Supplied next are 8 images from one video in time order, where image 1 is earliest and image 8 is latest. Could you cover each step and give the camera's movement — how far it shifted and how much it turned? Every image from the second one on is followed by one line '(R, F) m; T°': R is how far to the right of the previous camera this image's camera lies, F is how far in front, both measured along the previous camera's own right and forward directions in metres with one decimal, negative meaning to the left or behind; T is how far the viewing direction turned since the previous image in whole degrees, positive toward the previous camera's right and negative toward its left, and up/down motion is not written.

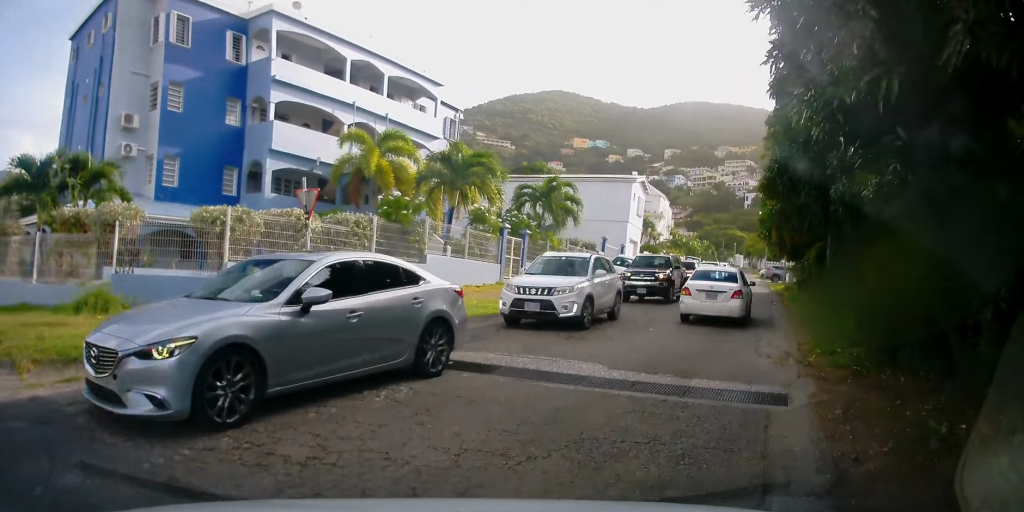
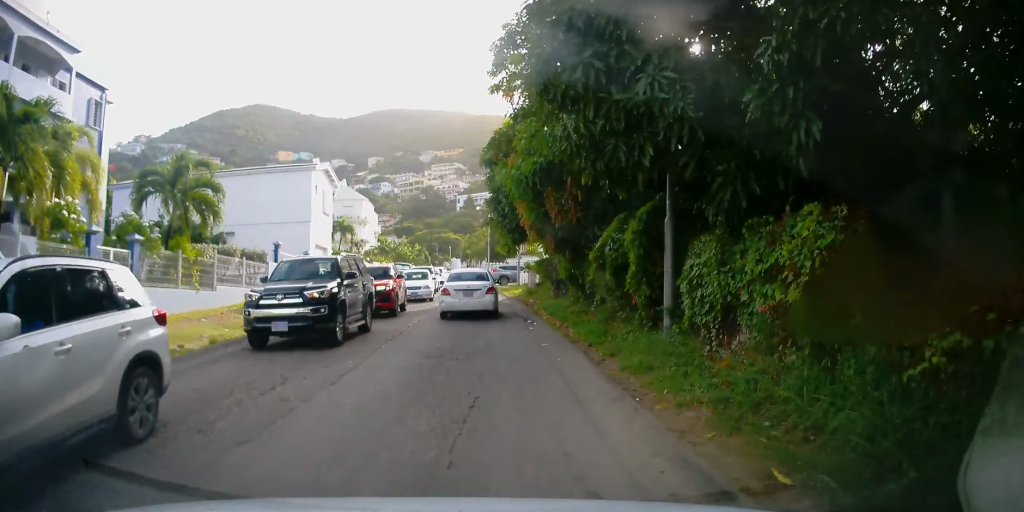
(+2.6, +7.8) m; +22°
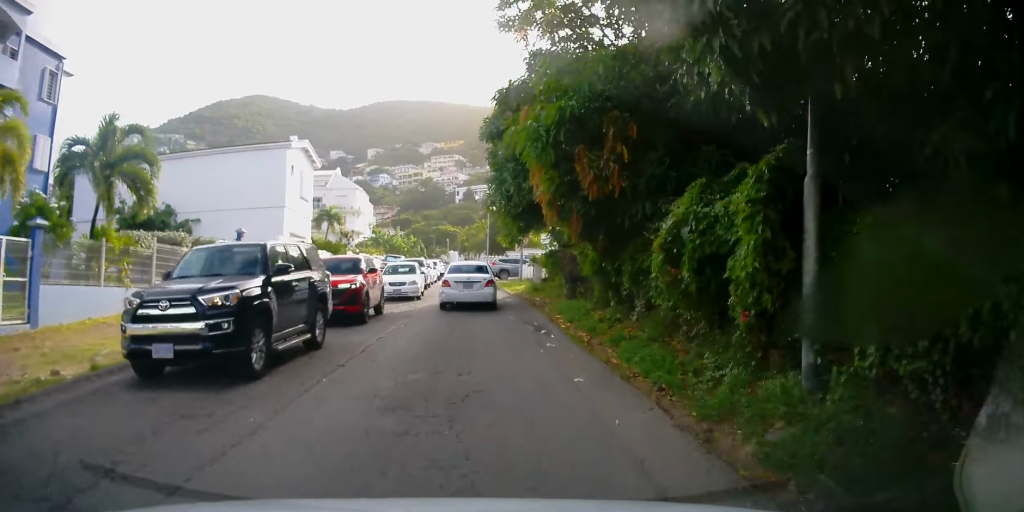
(0.0, +3.4) m; 0°
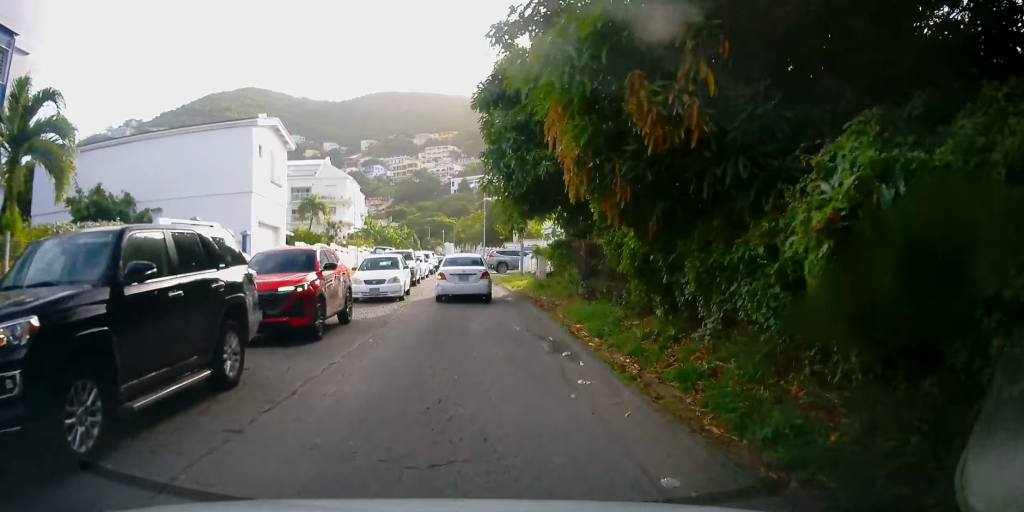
(0.0, +3.1) m; +1°
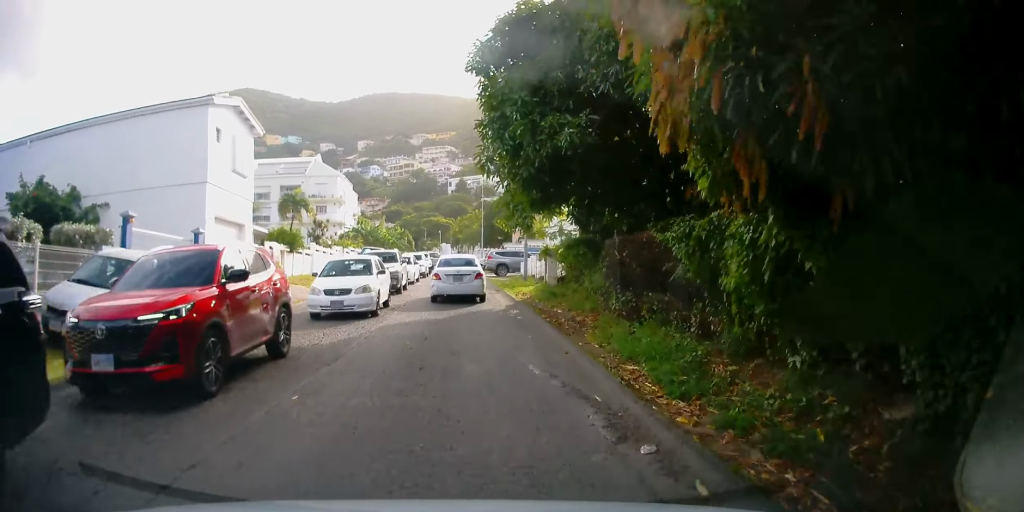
(-0.1, +3.7) m; +2°
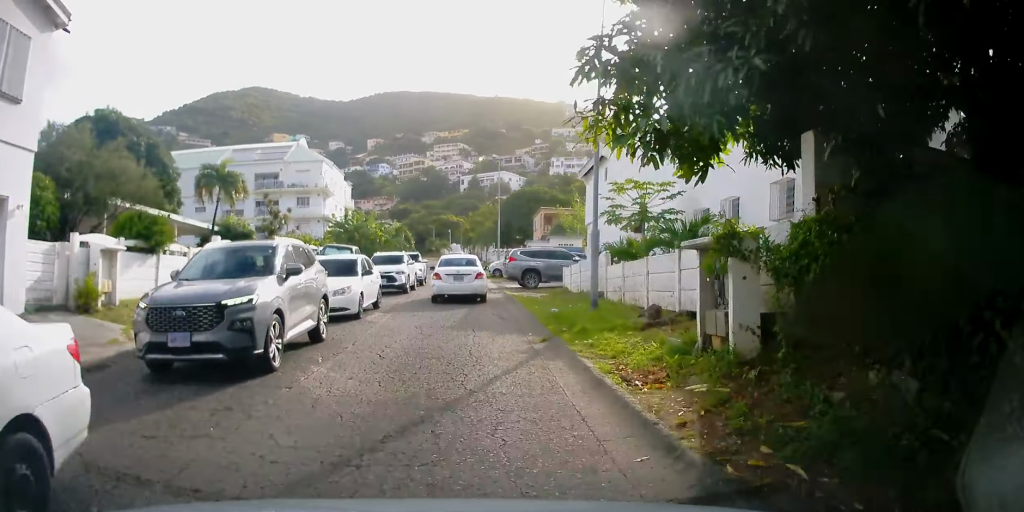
(+0.3, +13.4) m; -1°
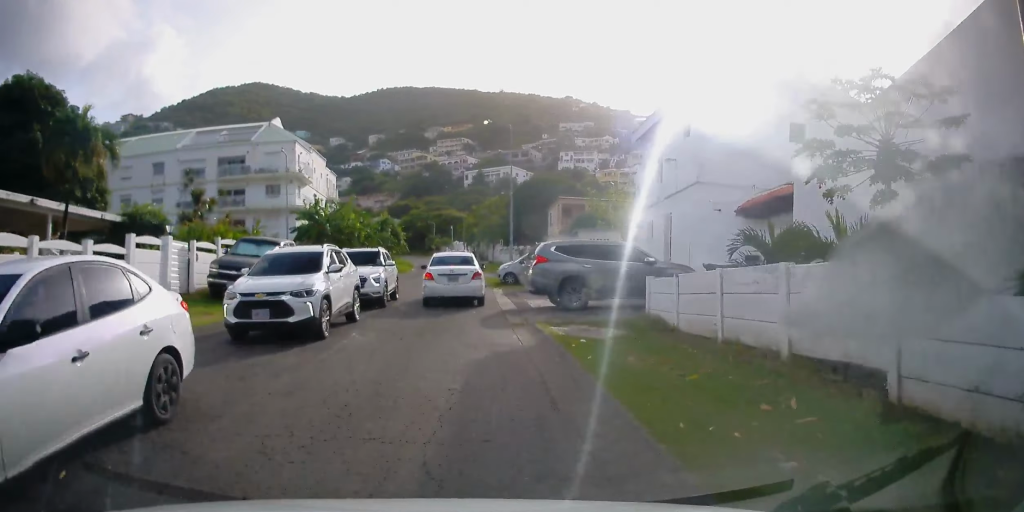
(-0.3, +10.6) m; -2°
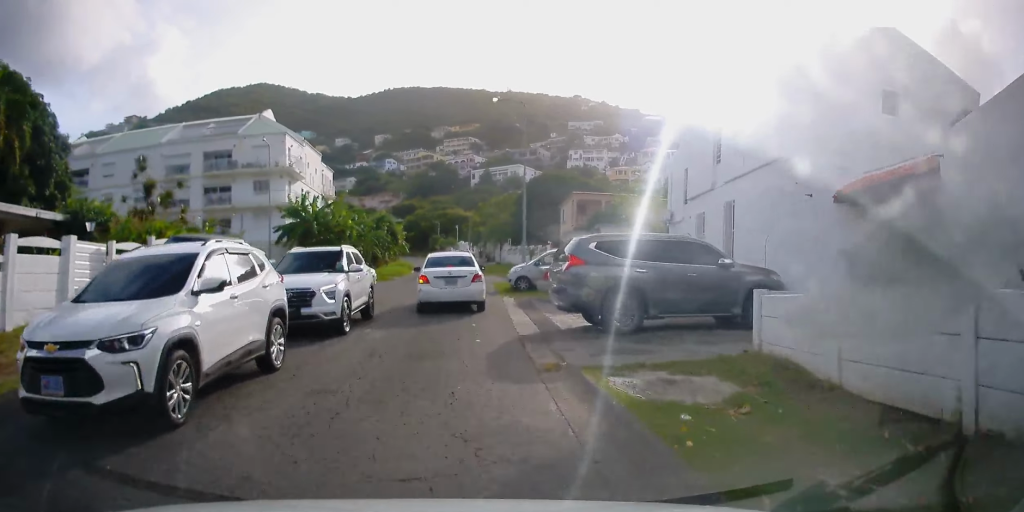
(0.0, +4.5) m; 0°
